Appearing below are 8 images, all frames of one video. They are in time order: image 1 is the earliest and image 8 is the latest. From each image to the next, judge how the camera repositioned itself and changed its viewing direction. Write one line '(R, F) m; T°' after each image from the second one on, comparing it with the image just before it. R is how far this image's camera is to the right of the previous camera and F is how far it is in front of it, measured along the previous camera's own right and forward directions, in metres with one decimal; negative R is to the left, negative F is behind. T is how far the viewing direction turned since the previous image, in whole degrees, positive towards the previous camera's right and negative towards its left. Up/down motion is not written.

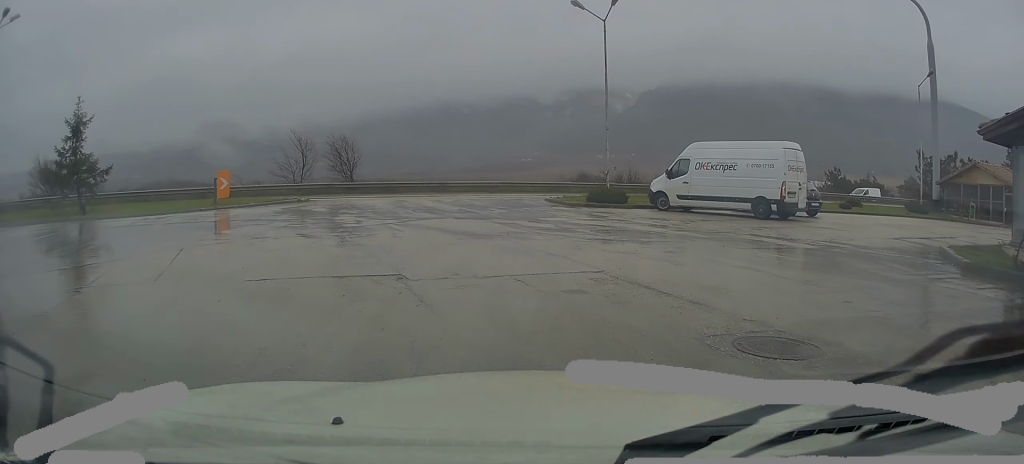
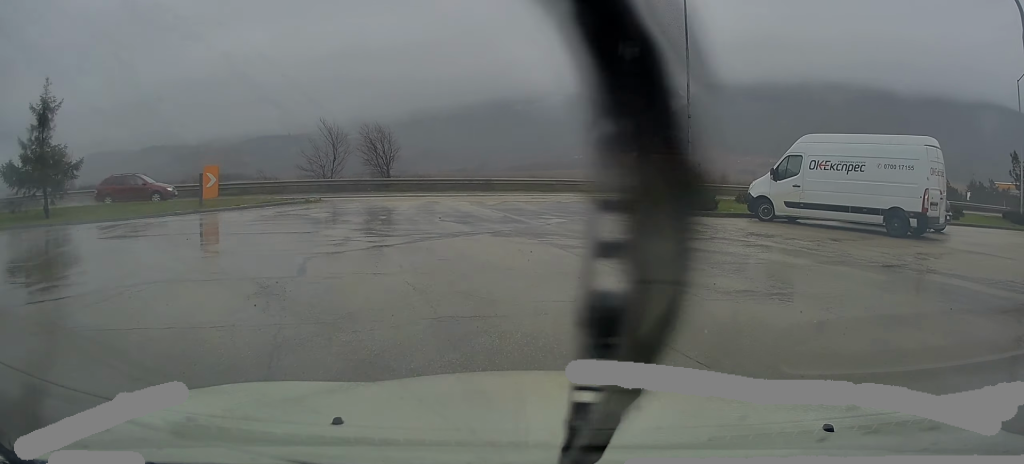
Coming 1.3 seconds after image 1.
(-0.3, +5.6) m; -2°
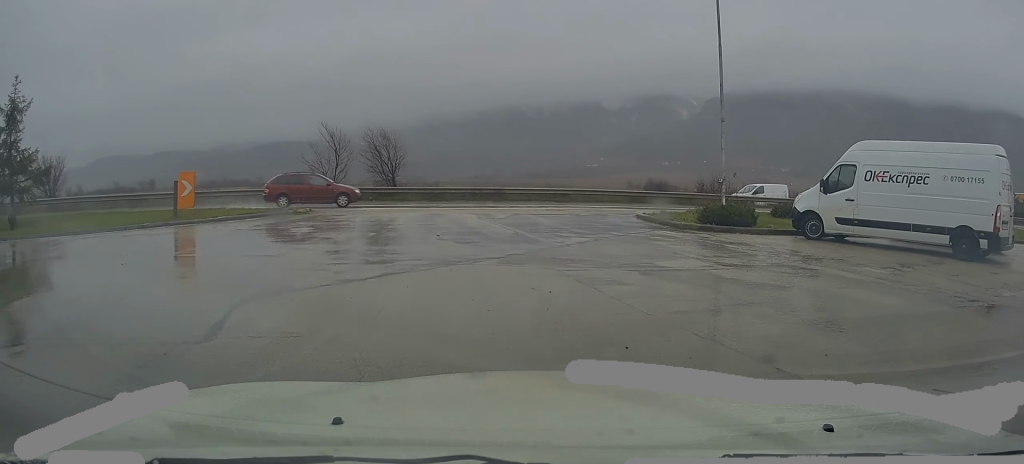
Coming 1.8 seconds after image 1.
(+0.1, +2.4) m; 0°
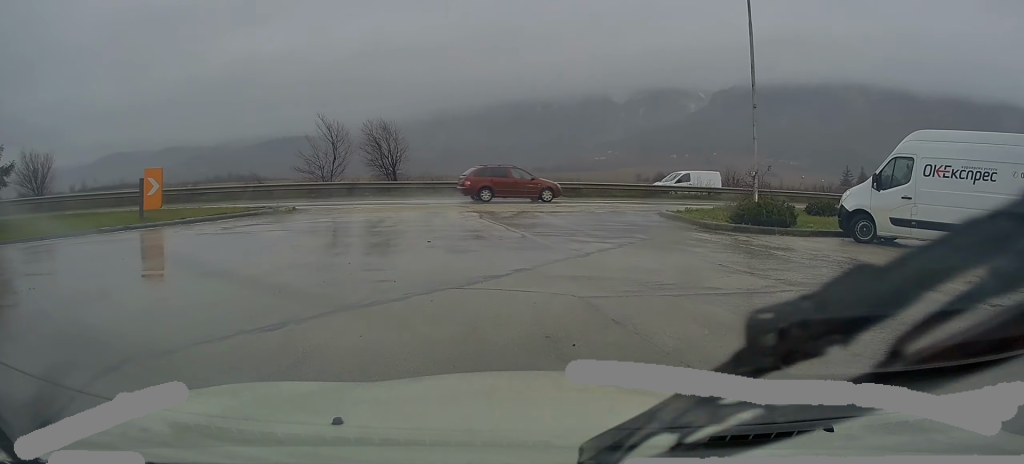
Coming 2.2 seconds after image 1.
(0.0, +2.4) m; 0°
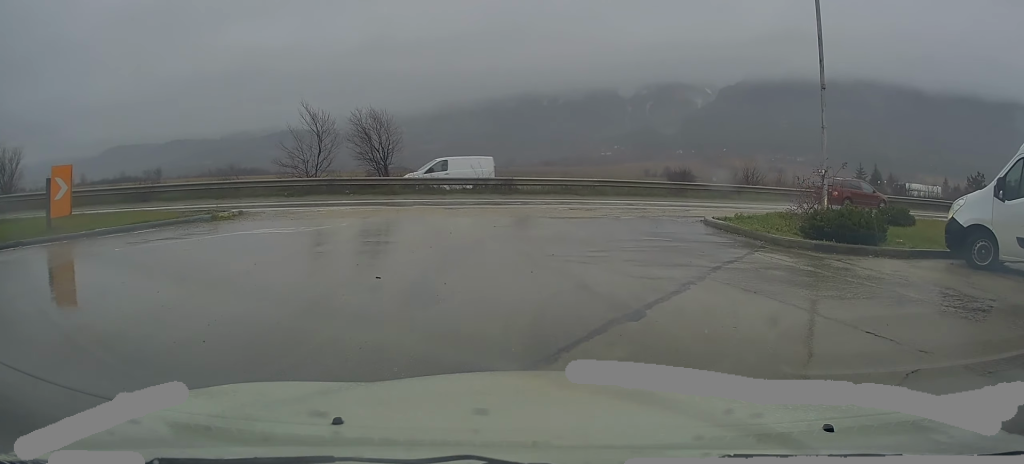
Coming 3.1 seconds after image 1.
(0.0, +4.5) m; 0°
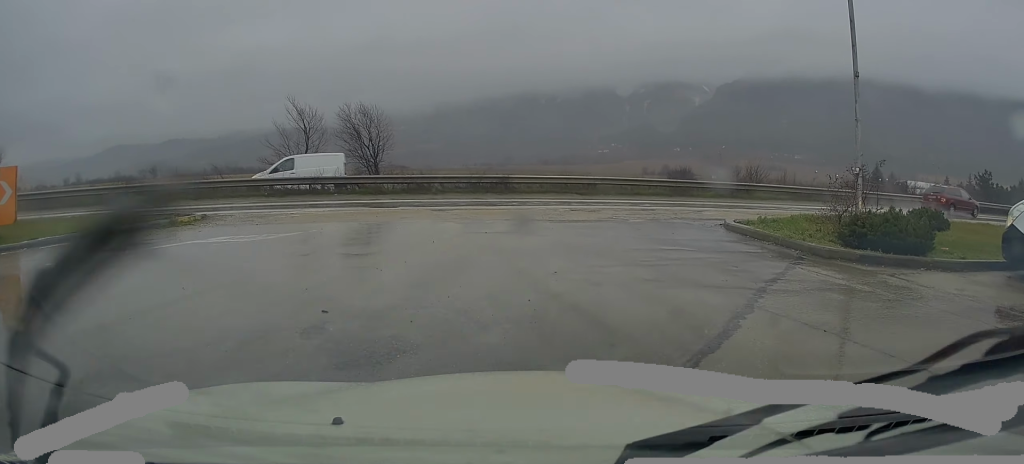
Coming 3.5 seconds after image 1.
(0.0, +1.9) m; 0°
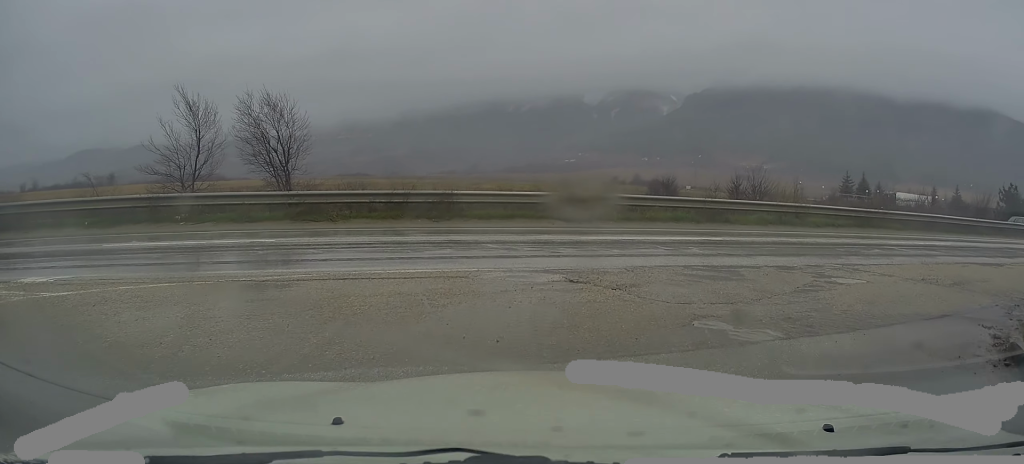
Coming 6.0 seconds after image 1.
(+0.1, +9.9) m; +1°
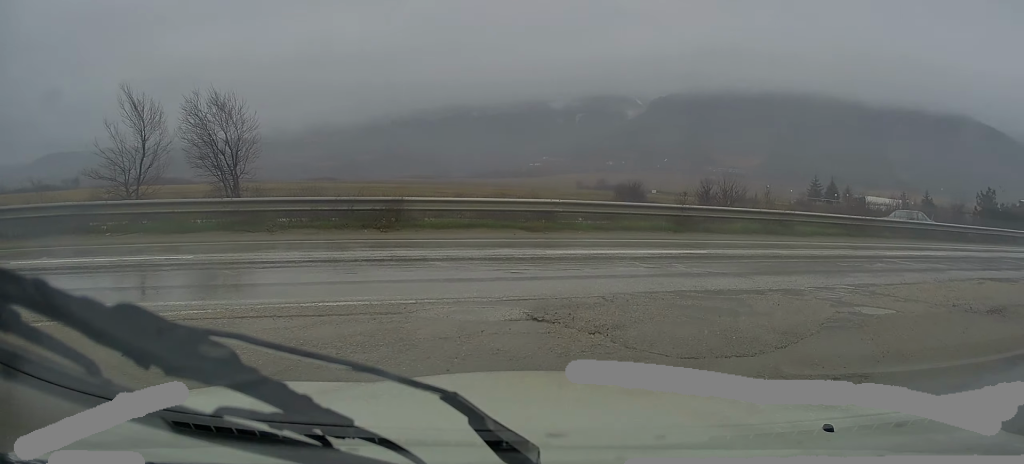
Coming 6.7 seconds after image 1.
(-0.1, +1.9) m; +4°
